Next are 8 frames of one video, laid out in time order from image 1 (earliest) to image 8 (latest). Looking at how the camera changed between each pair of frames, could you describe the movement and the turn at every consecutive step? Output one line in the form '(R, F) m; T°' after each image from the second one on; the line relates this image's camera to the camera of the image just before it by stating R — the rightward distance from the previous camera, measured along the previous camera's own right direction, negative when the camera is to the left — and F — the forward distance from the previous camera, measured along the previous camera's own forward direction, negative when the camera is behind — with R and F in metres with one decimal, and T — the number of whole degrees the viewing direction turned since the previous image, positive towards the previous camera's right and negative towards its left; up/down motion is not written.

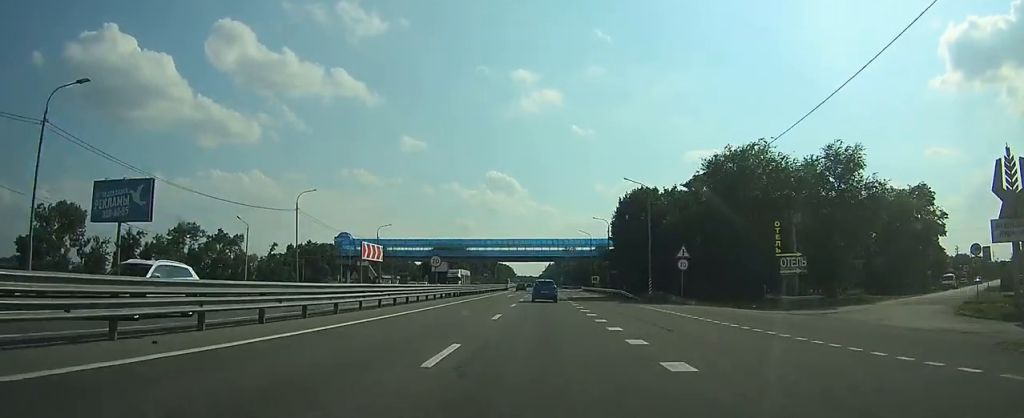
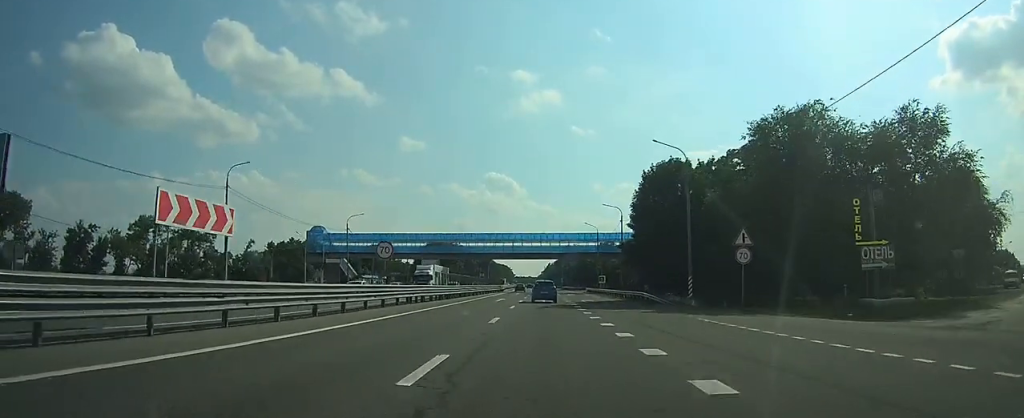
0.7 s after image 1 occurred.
(+0.1, +13.6) m; 0°
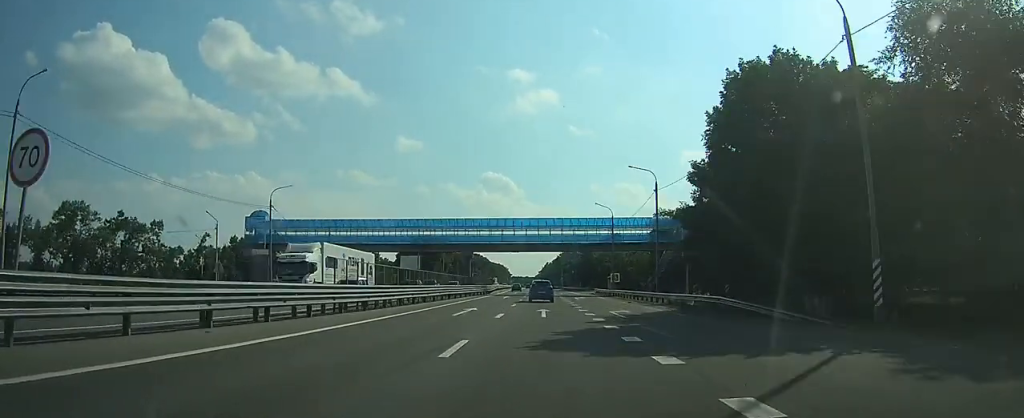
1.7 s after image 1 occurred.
(0.0, +21.1) m; 0°
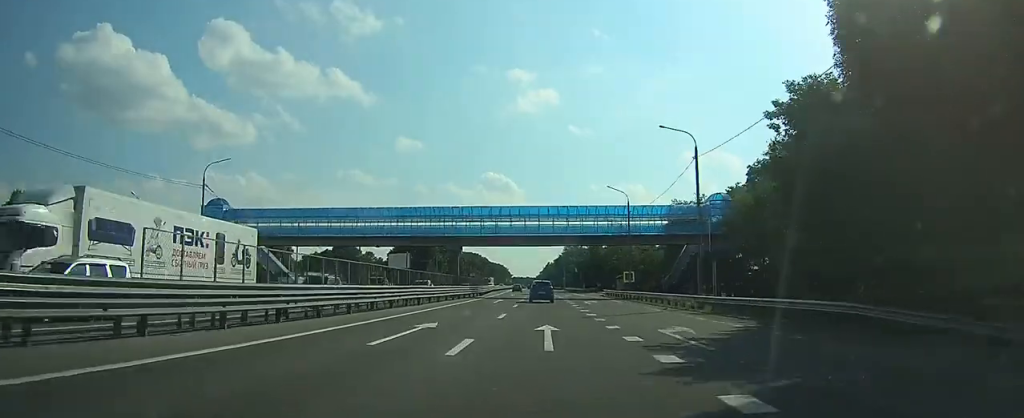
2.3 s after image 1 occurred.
(0.0, +11.6) m; 0°
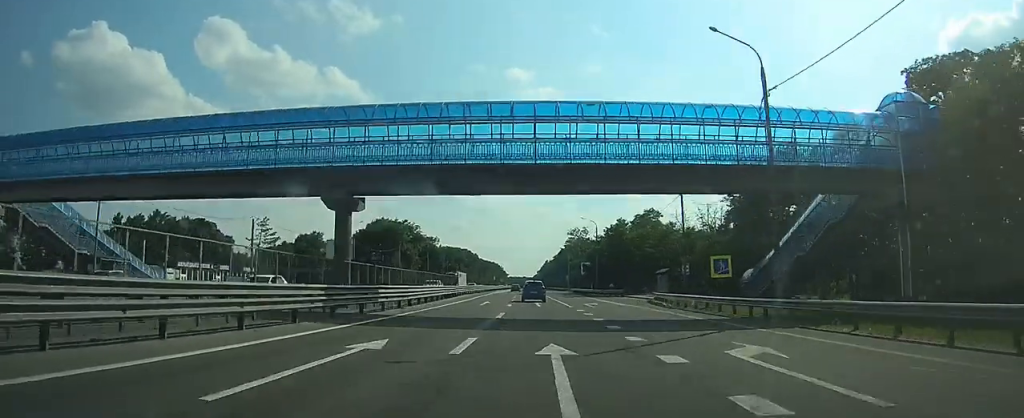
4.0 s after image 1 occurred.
(+0.3, +35.7) m; +1°
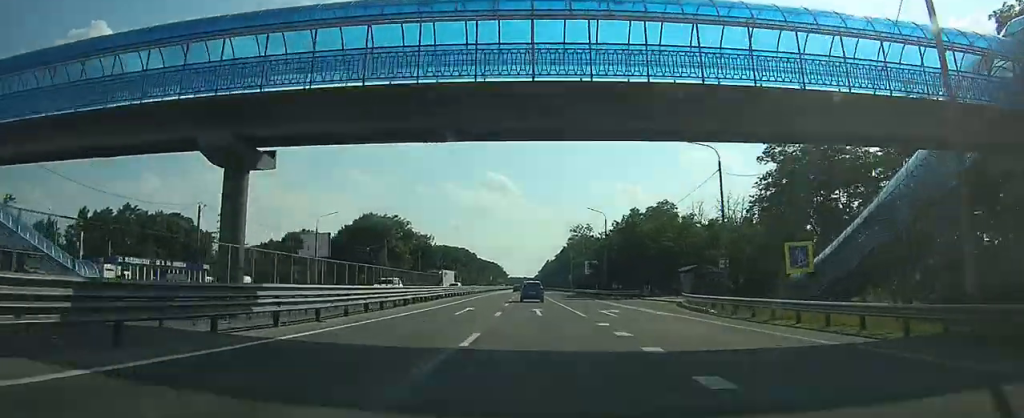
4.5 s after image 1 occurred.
(0.0, +10.4) m; 0°
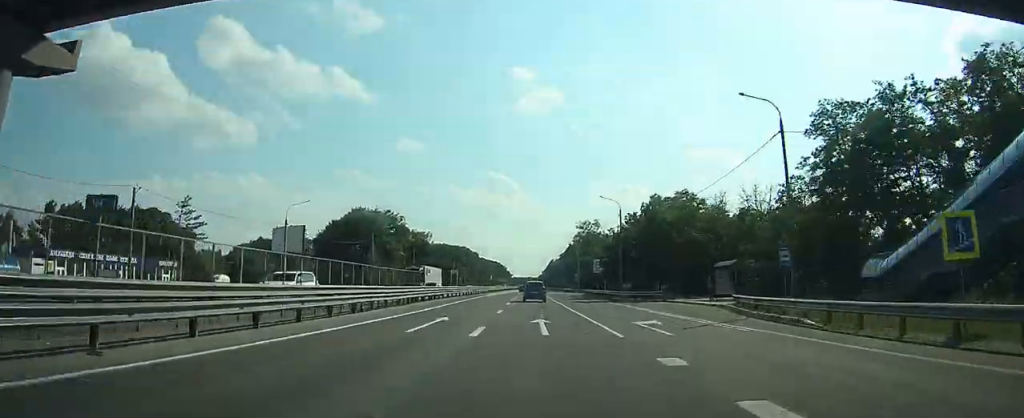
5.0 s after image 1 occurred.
(0.0, +9.7) m; 0°
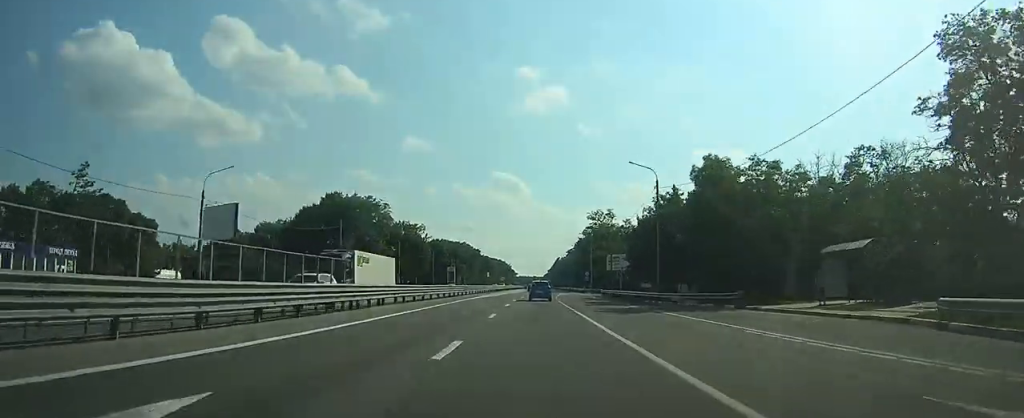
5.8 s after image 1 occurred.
(0.0, +16.6) m; 0°
